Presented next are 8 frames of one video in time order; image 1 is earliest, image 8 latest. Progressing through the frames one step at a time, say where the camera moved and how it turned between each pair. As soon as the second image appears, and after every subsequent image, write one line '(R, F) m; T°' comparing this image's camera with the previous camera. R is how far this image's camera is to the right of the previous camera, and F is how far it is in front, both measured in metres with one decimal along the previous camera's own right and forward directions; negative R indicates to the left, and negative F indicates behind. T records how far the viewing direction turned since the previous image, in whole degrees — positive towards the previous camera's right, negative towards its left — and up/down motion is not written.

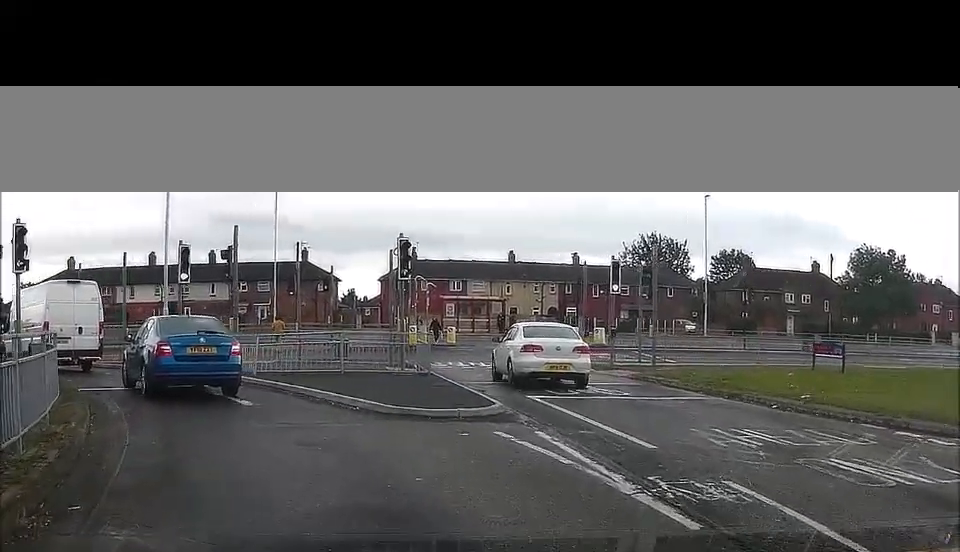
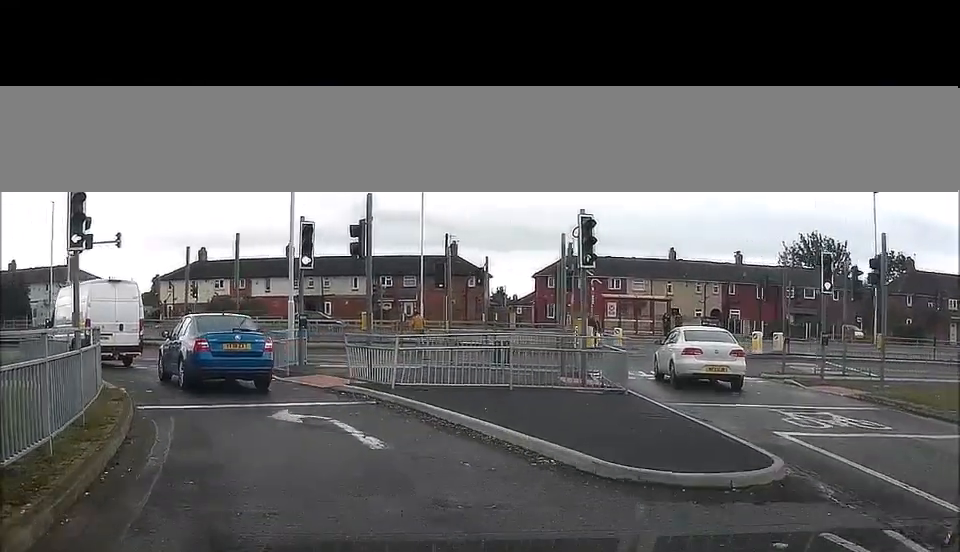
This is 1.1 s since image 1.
(-0.3, +3.8) m; -7°
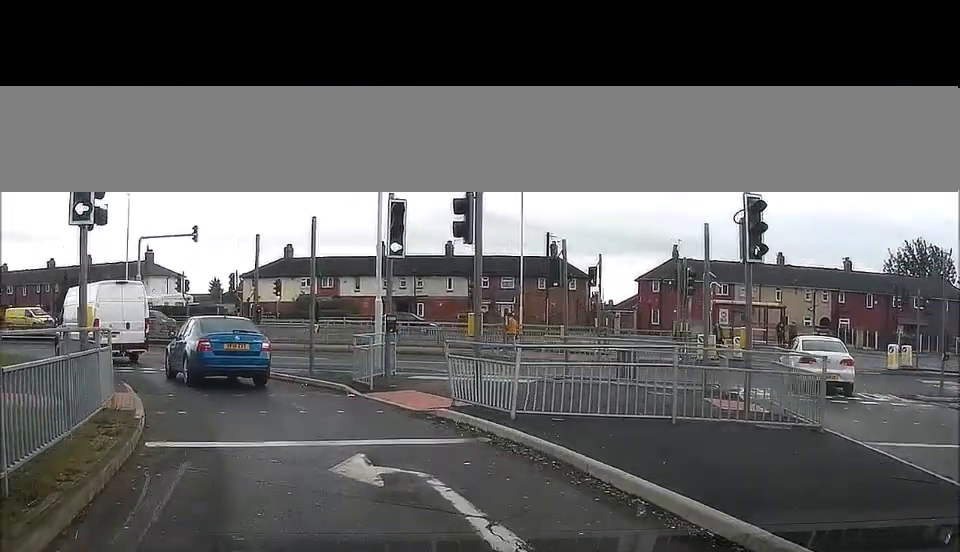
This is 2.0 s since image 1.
(-0.1, +3.3) m; -7°
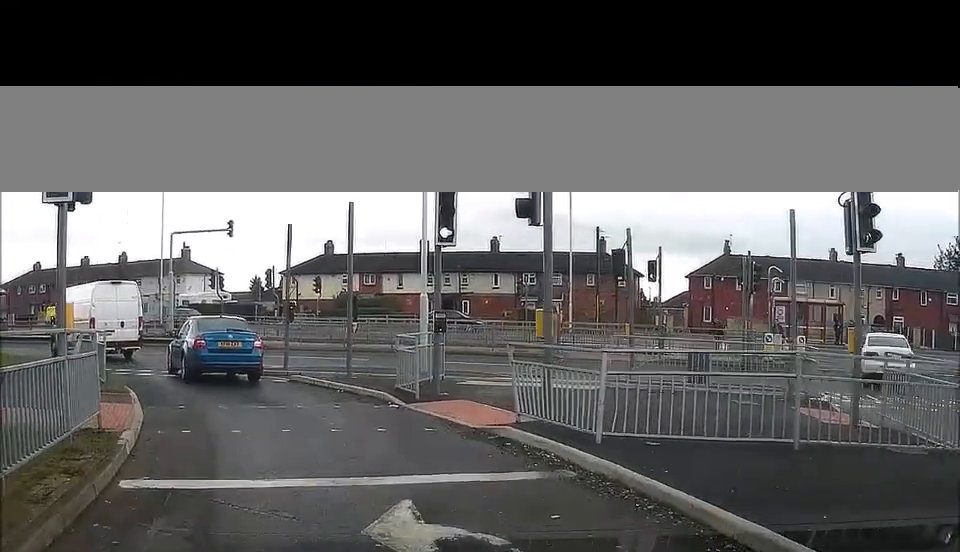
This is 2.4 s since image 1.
(0.0, +1.8) m; -6°
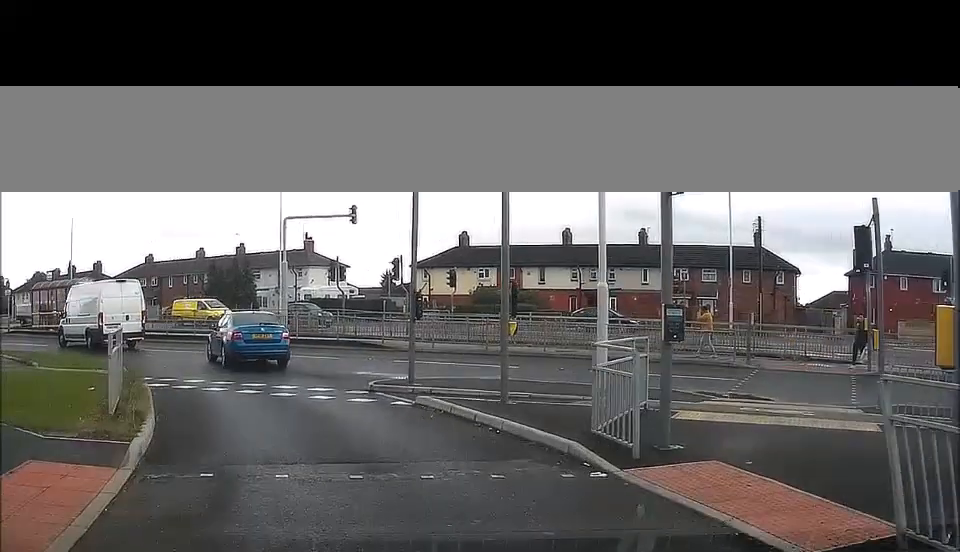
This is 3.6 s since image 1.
(-0.7, +4.6) m; -14°
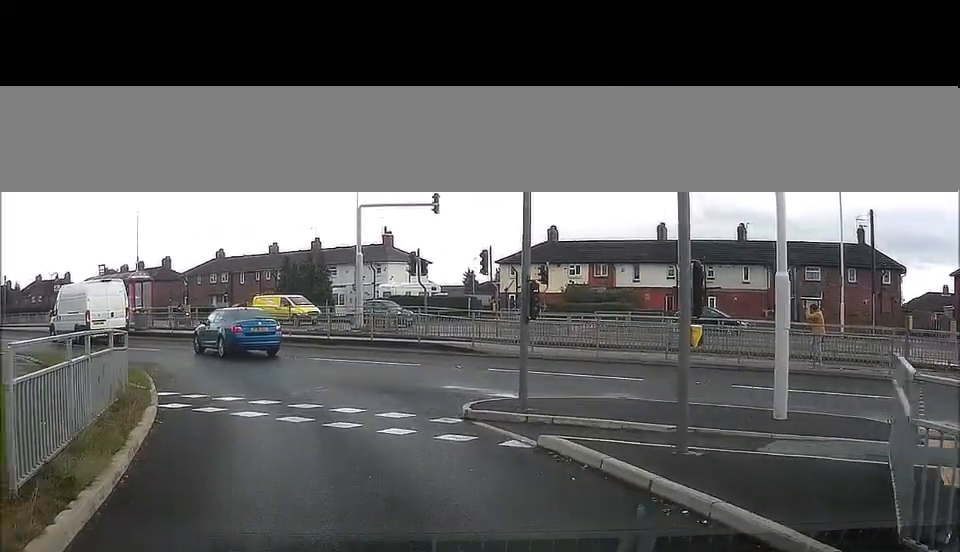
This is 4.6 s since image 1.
(-0.1, +3.9) m; -5°
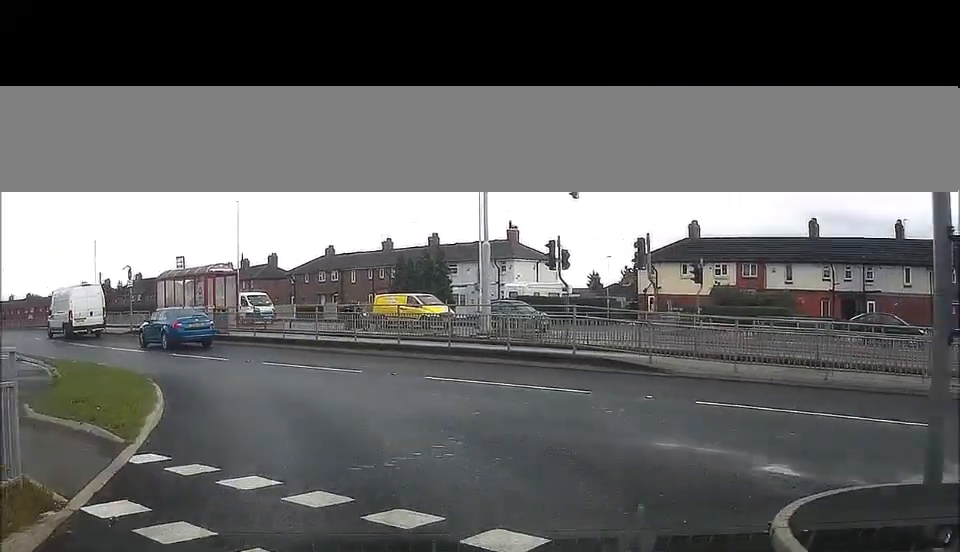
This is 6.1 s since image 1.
(-0.6, +6.8) m; -7°
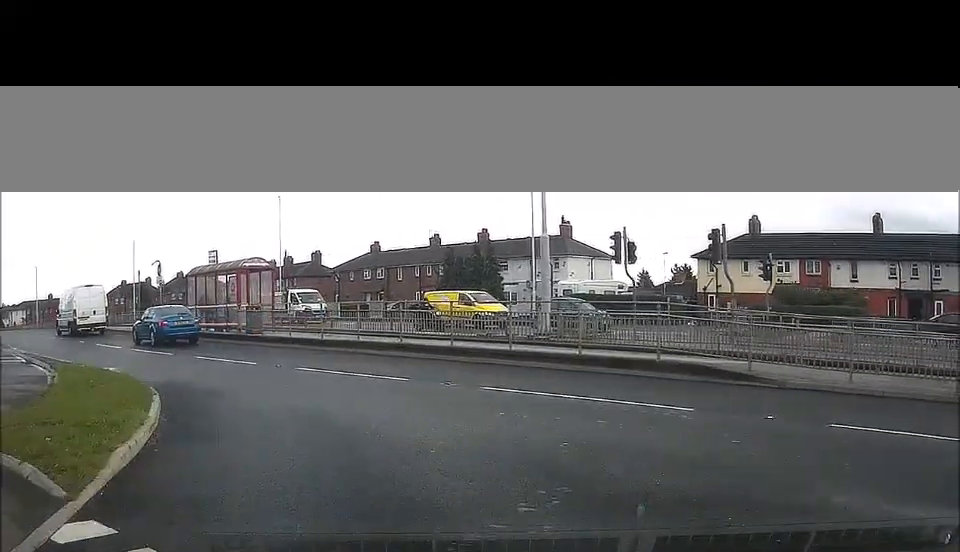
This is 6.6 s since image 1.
(0.0, +2.7) m; -1°
